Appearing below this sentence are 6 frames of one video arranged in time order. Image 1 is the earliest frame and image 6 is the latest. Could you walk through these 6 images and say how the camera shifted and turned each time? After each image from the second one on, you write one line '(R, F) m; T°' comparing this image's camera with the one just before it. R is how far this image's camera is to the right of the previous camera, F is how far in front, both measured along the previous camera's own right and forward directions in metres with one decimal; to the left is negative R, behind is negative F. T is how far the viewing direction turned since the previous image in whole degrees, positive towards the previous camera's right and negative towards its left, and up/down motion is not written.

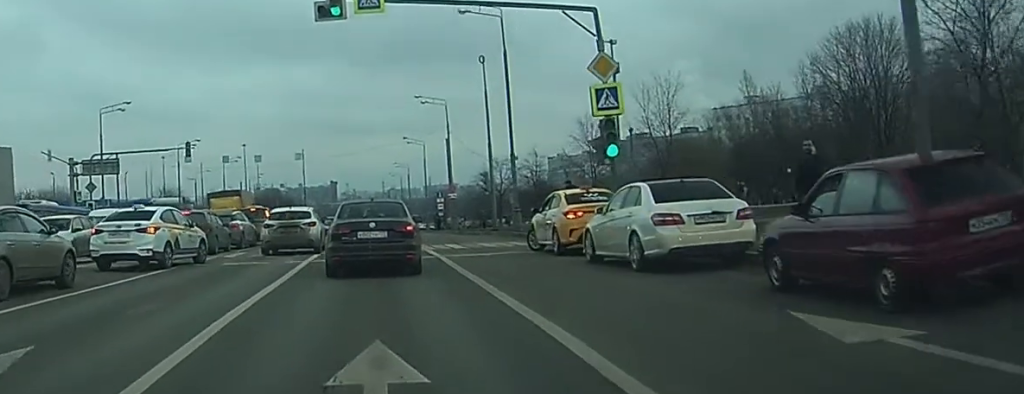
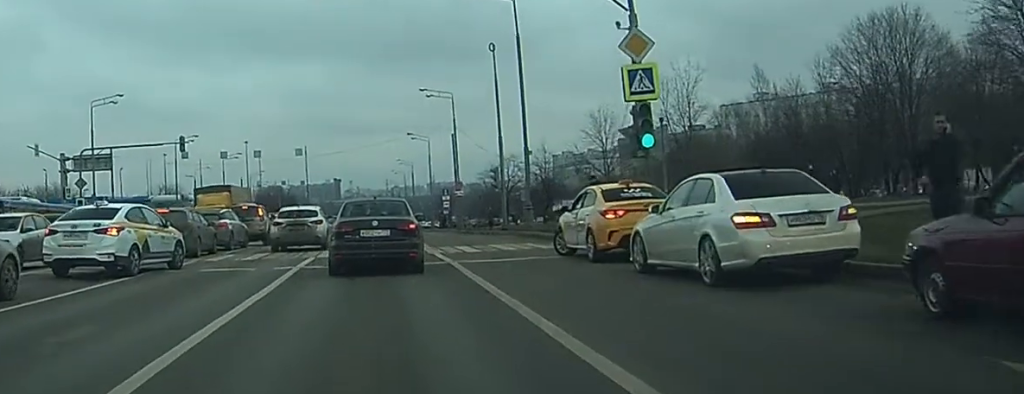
(0.0, +3.4) m; +1°
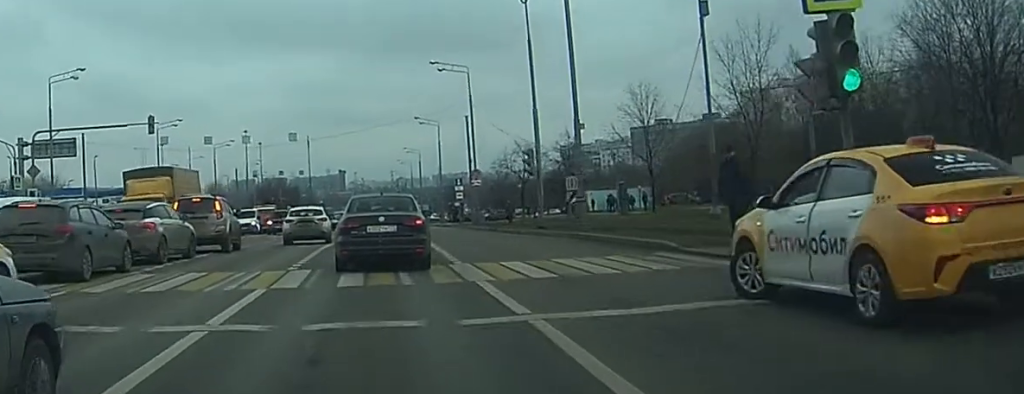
(0.0, +10.8) m; 0°
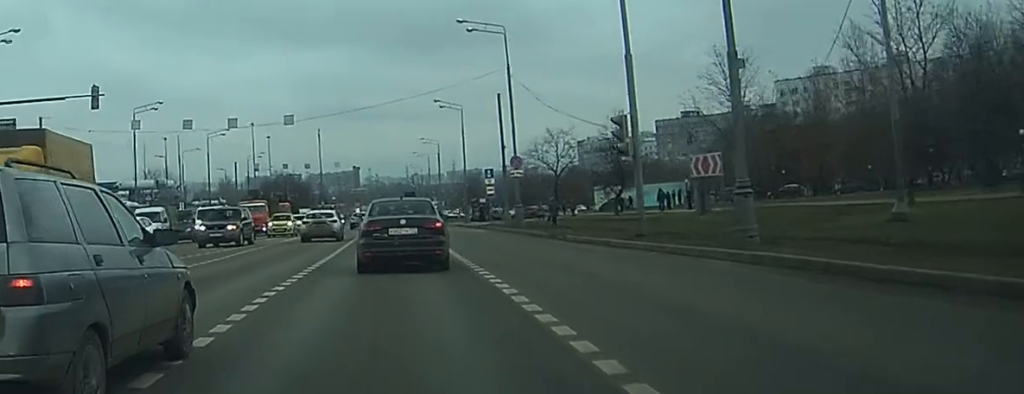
(0.0, +14.2) m; -1°
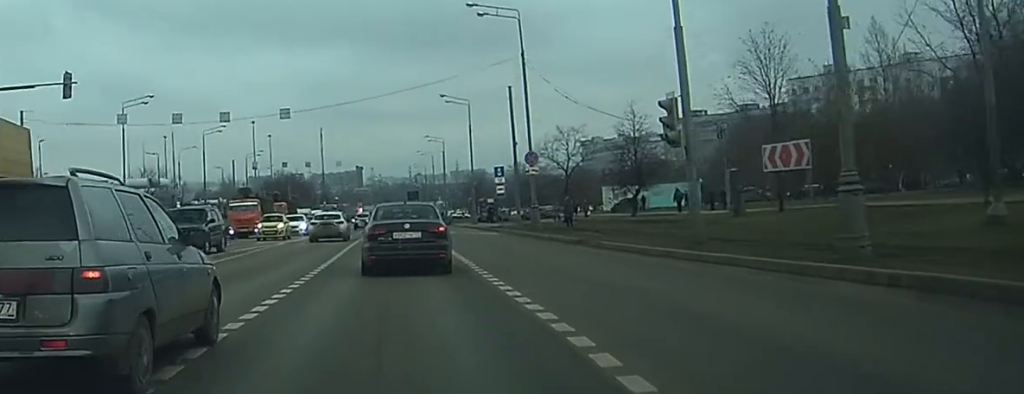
(0.0, +4.5) m; 0°
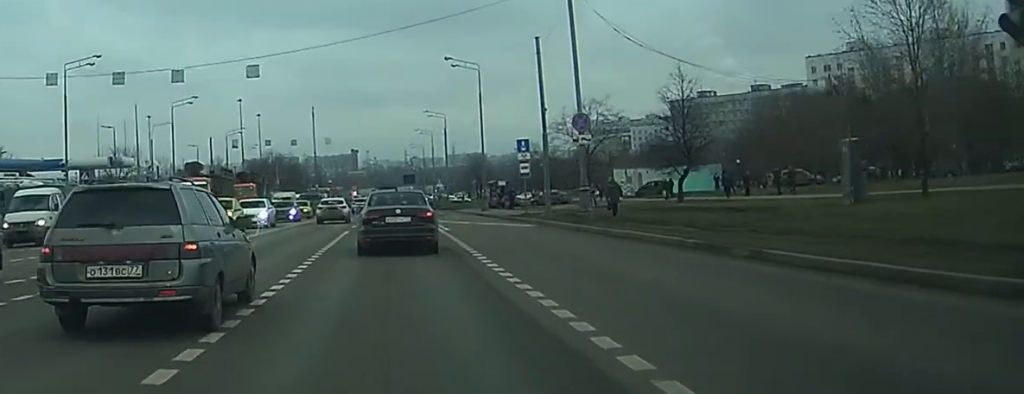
(-0.1, +13.4) m; -1°
